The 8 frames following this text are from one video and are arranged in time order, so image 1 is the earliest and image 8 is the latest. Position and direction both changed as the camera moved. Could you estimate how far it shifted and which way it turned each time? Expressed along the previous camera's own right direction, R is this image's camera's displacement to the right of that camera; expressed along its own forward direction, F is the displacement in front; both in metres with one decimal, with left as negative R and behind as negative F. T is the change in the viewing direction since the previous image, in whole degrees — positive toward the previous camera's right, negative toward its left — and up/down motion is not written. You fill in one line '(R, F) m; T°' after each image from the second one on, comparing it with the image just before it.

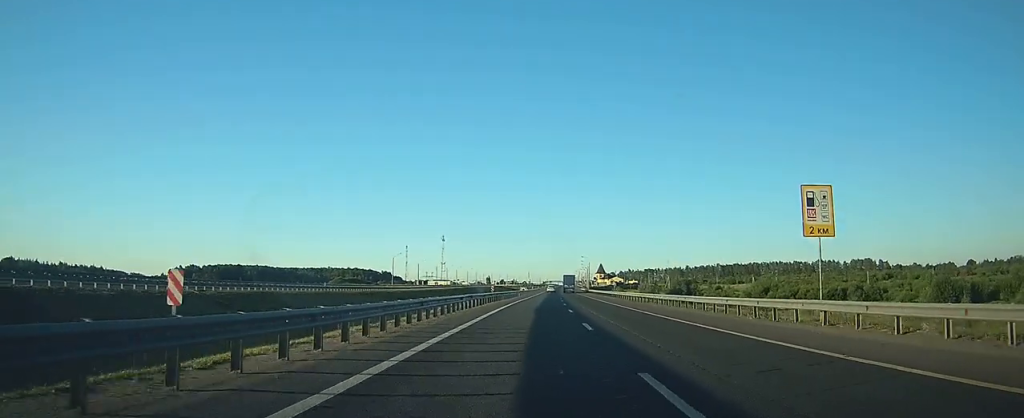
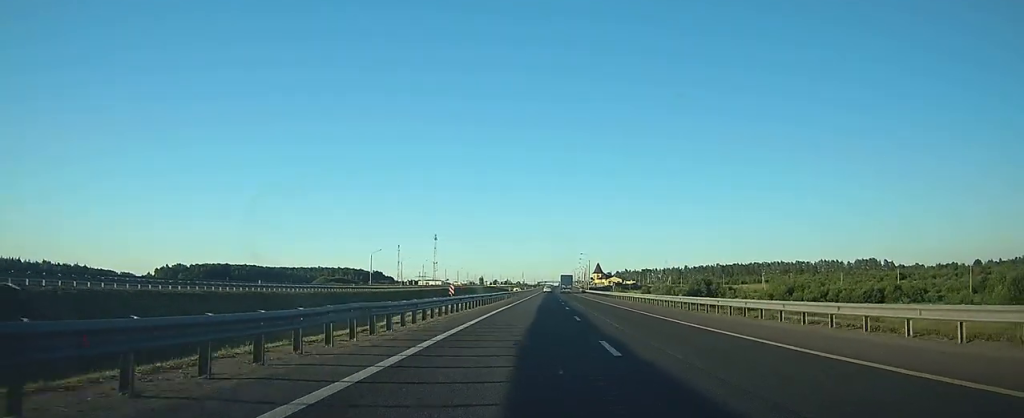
(+0.1, +18.6) m; +1°
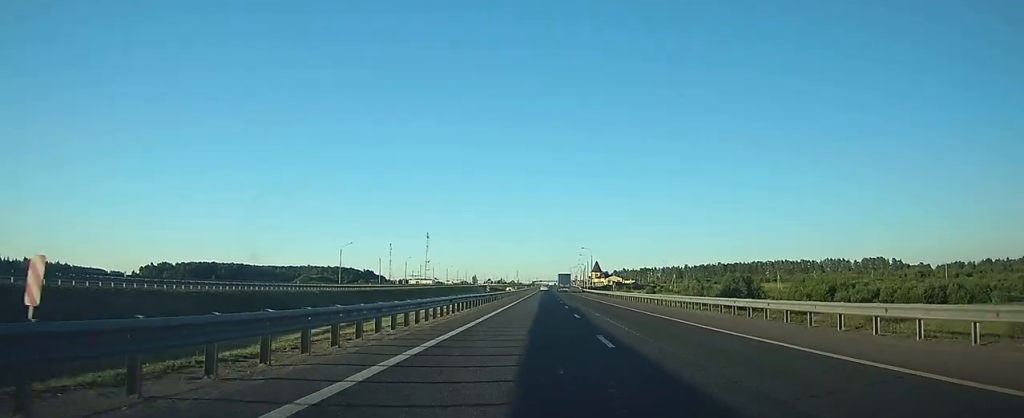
(+0.1, +22.5) m; +1°
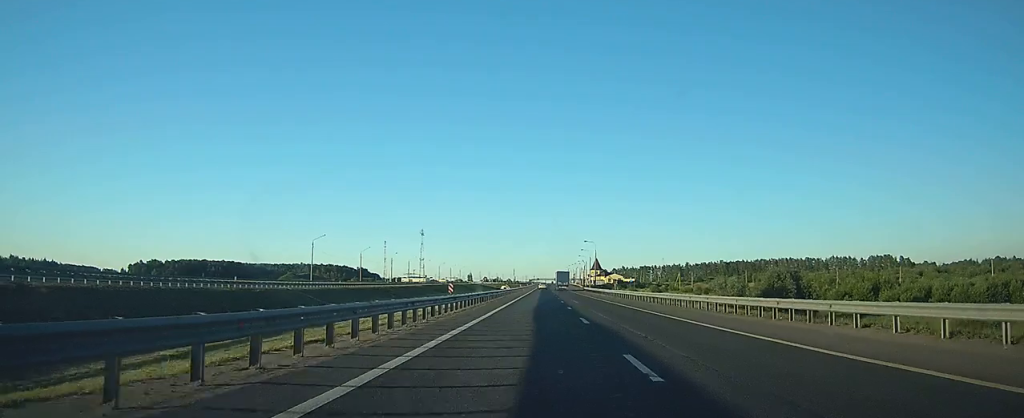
(+0.1, +16.9) m; 0°
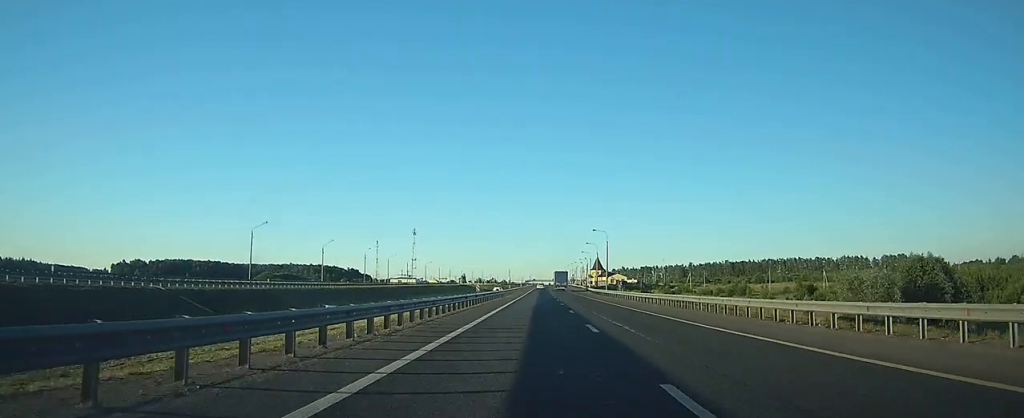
(+0.1, +27.3) m; 0°
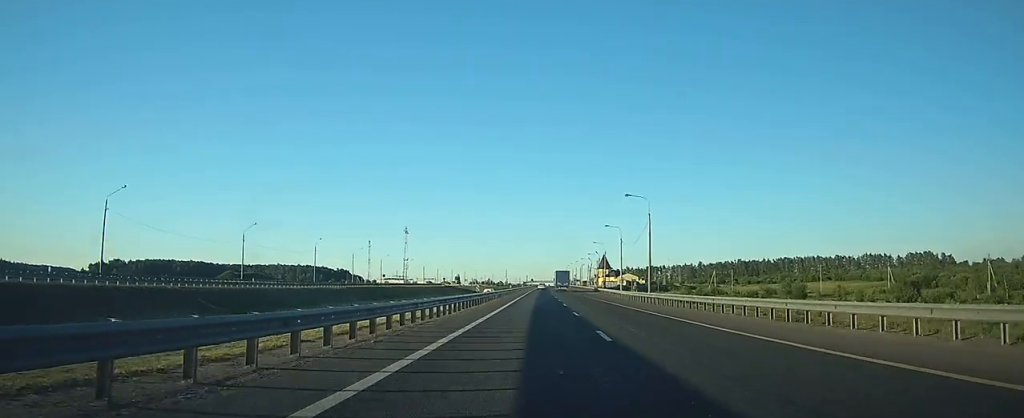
(+0.2, +38.8) m; 0°
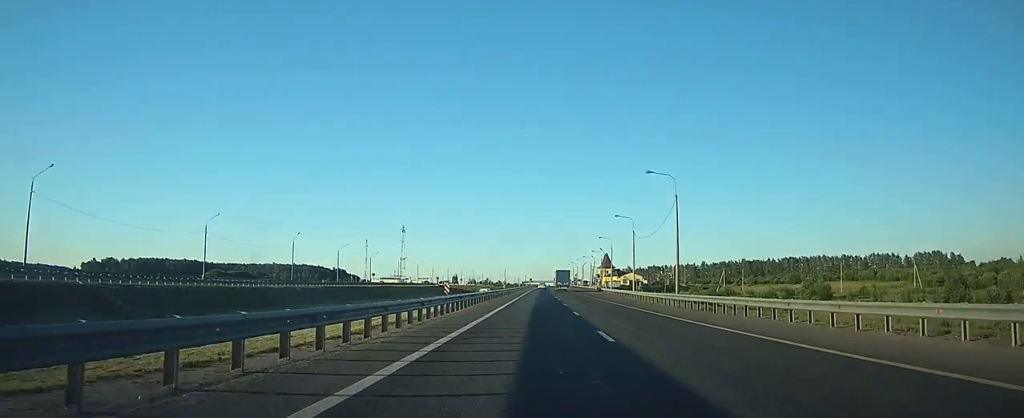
(0.0, +12.4) m; 0°
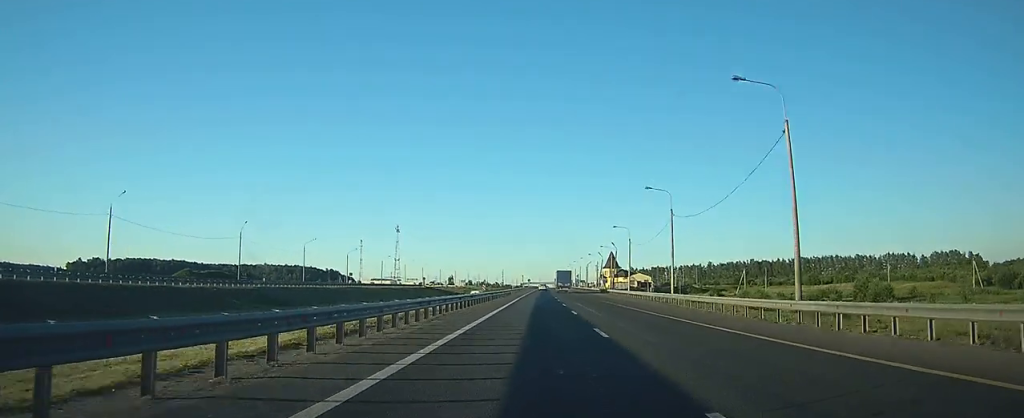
(0.0, +22.8) m; 0°
